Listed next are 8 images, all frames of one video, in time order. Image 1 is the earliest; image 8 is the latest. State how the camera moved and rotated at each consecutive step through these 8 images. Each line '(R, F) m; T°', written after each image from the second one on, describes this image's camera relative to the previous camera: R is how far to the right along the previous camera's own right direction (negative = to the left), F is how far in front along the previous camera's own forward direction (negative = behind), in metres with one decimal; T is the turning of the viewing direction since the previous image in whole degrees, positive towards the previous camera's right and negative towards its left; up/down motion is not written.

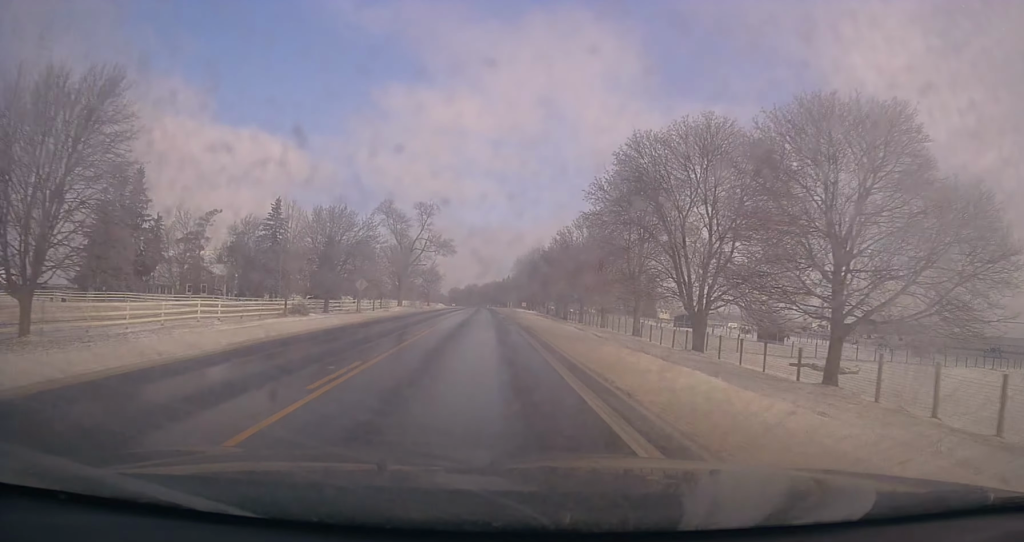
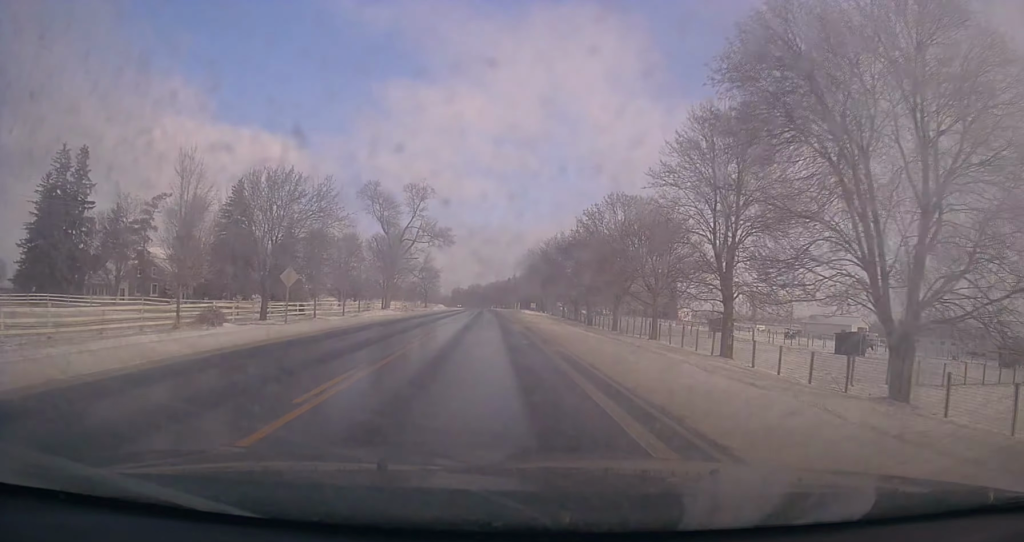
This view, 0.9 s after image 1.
(-0.6, +19.0) m; -2°
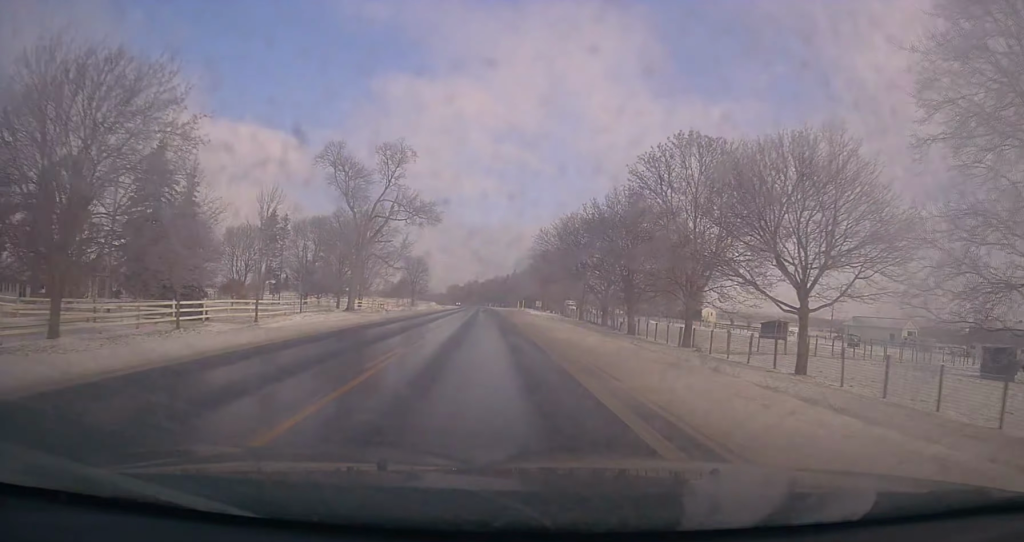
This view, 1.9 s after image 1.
(-0.1, +23.3) m; 0°
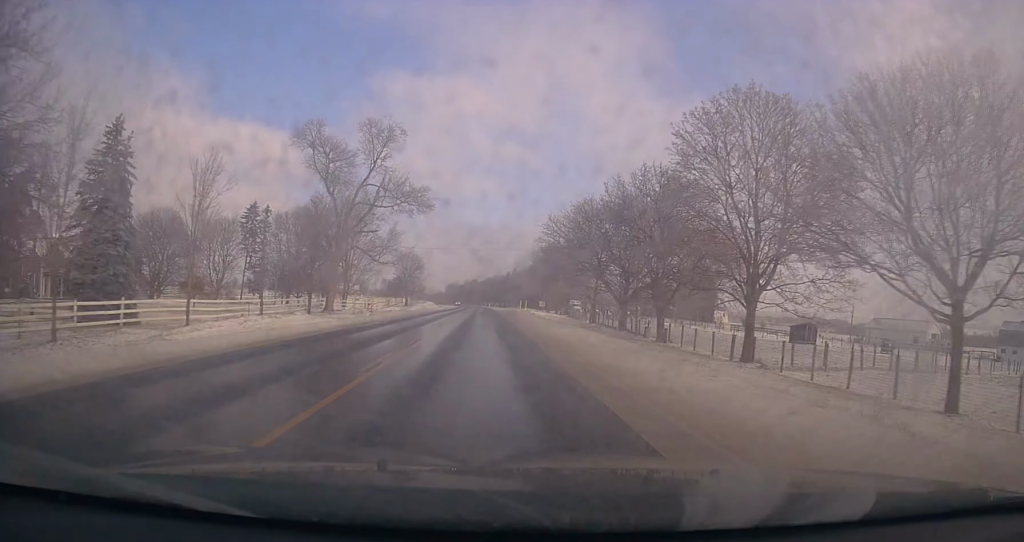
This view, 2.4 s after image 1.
(+0.1, +9.5) m; 0°
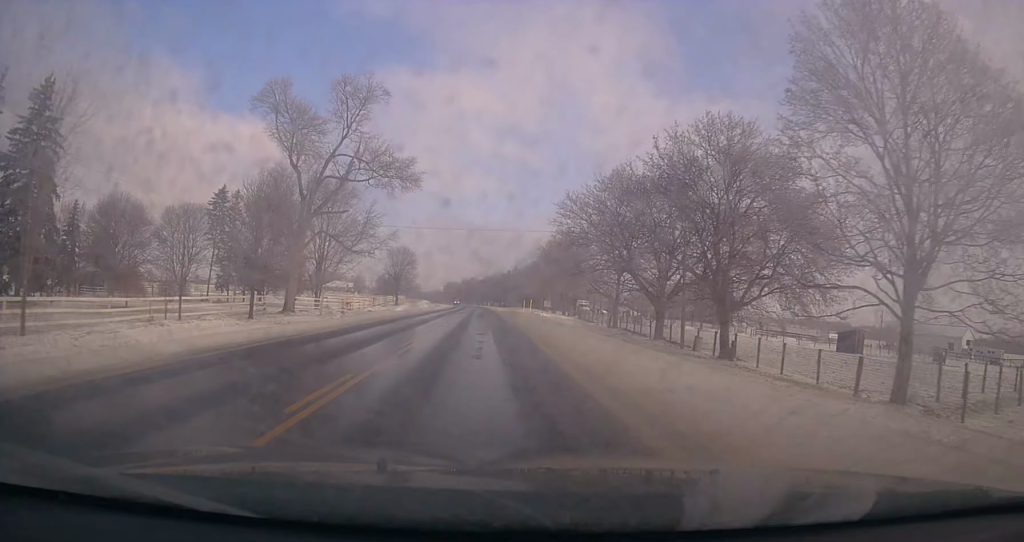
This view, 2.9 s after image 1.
(+0.2, +12.4) m; 0°
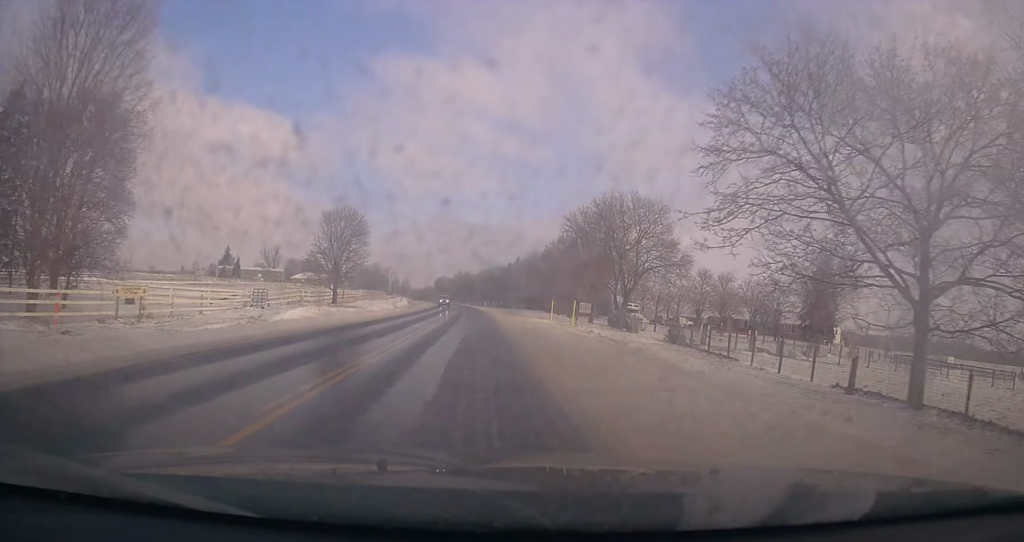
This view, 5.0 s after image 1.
(-0.7, +45.8) m; 0°
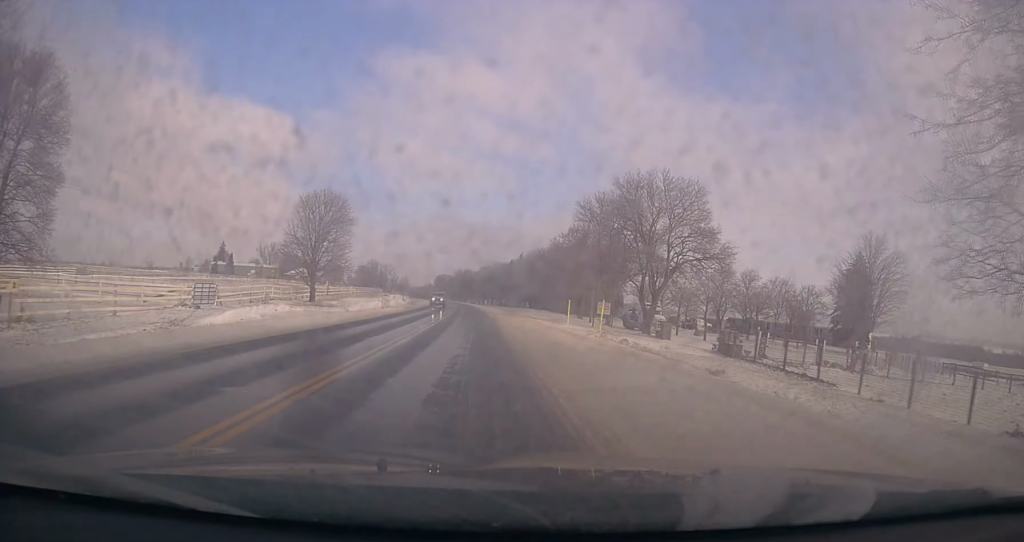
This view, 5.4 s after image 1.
(+0.1, +9.5) m; 0°
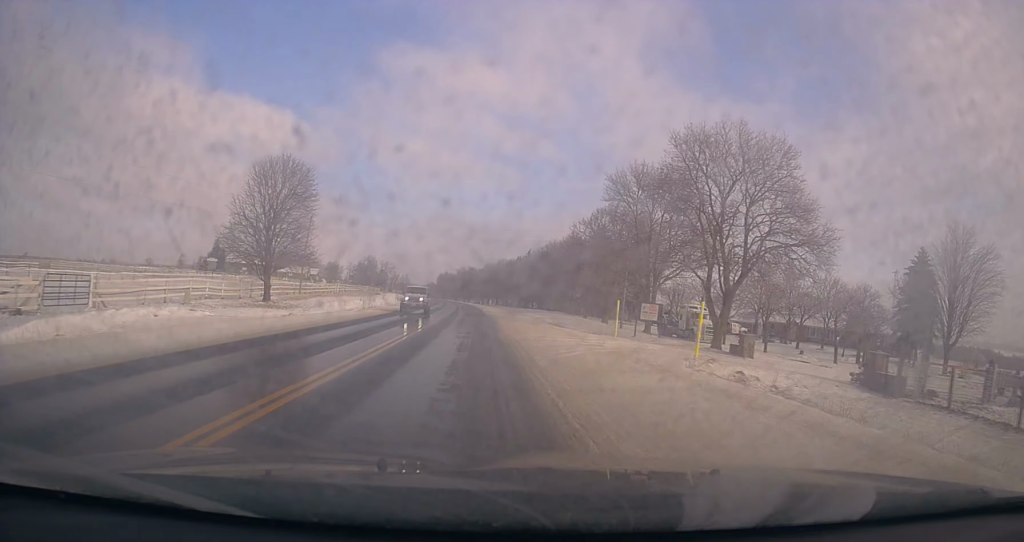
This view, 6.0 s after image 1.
(+0.1, +14.0) m; +1°
